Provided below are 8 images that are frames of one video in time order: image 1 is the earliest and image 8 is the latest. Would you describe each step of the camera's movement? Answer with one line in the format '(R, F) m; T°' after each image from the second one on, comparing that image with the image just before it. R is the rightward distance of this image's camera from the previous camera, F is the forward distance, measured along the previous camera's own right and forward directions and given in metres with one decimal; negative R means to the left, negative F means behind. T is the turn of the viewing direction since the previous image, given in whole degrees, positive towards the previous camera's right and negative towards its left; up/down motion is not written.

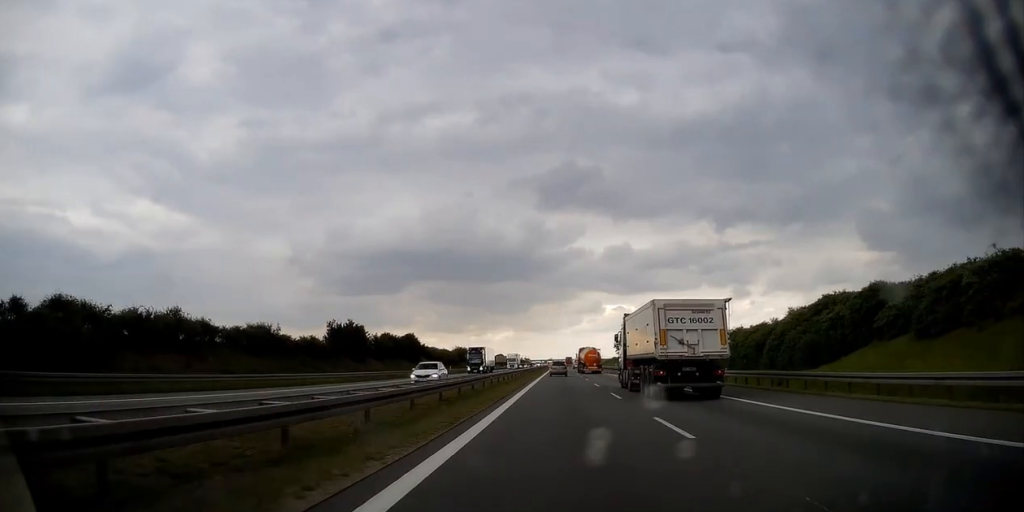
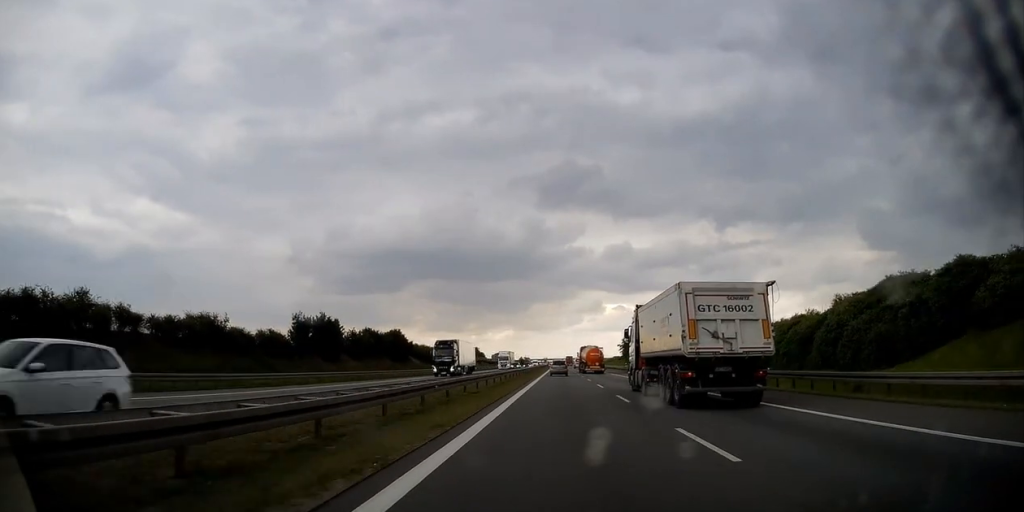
(0.0, +14.6) m; 0°
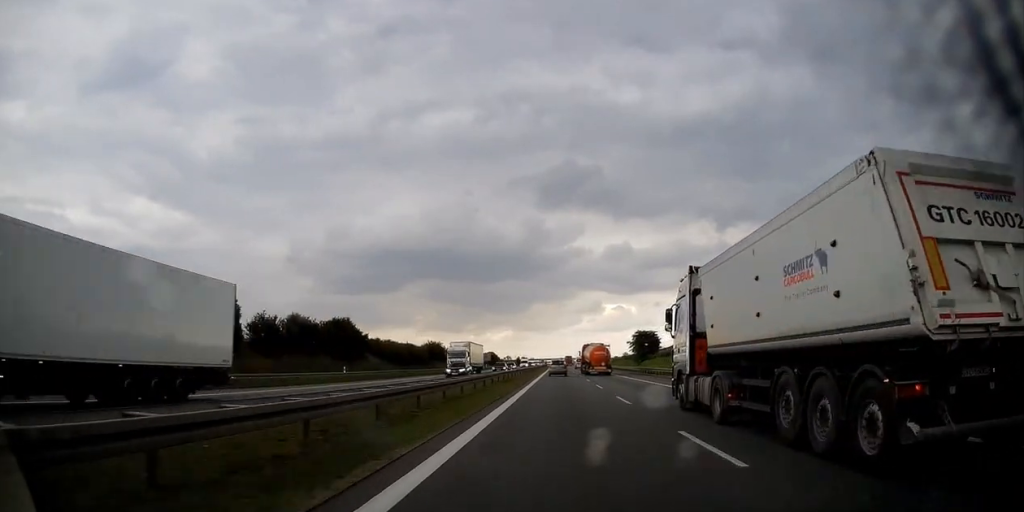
(-0.1, +36.2) m; 0°
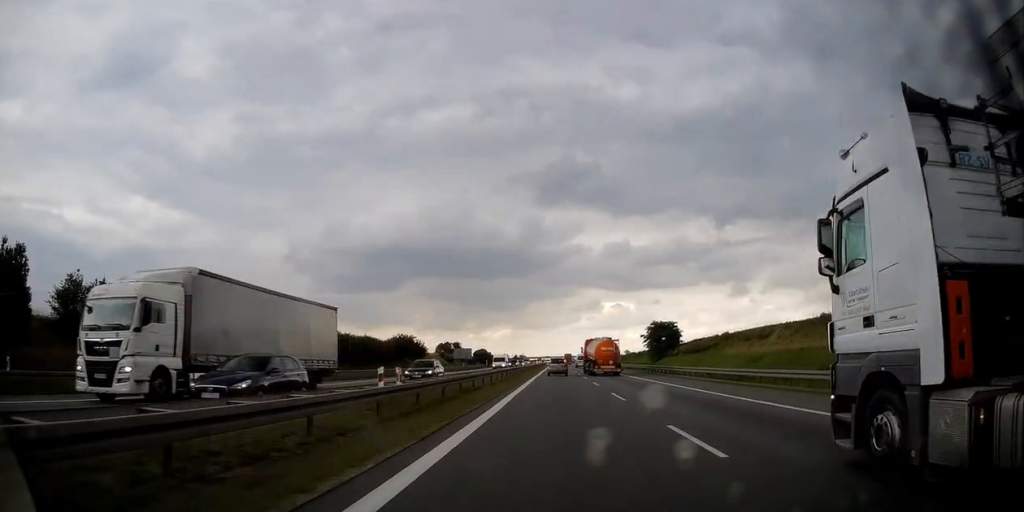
(0.0, +34.9) m; 0°
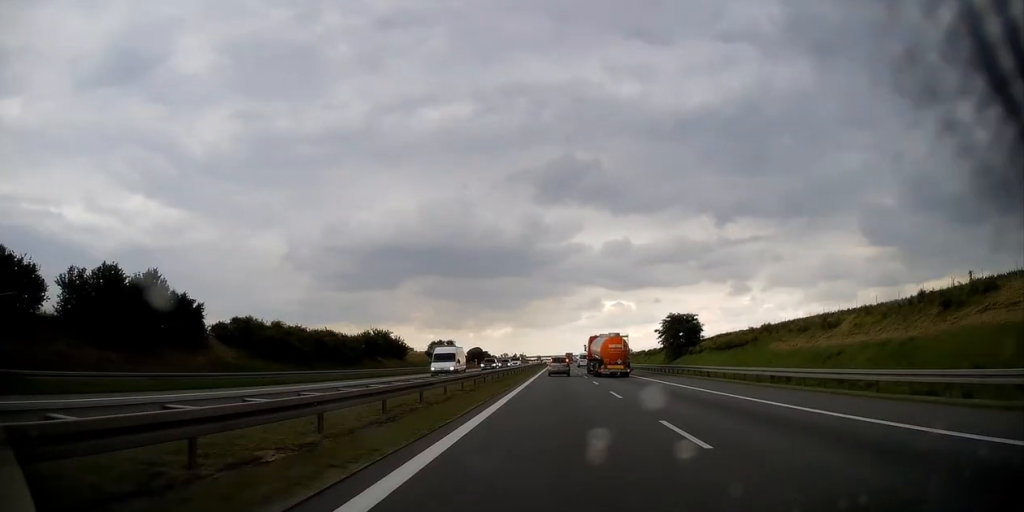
(0.0, +23.3) m; 0°
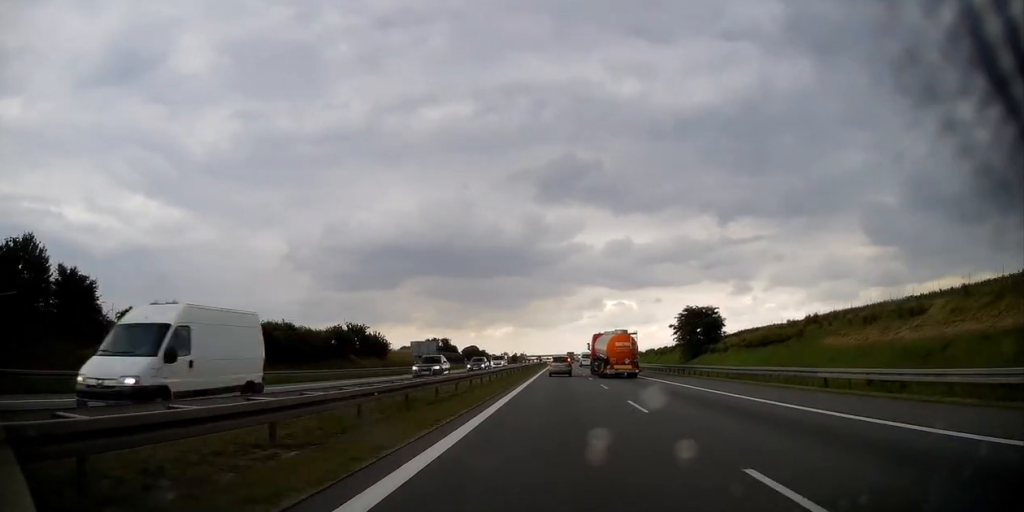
(+0.1, +18.4) m; 0°
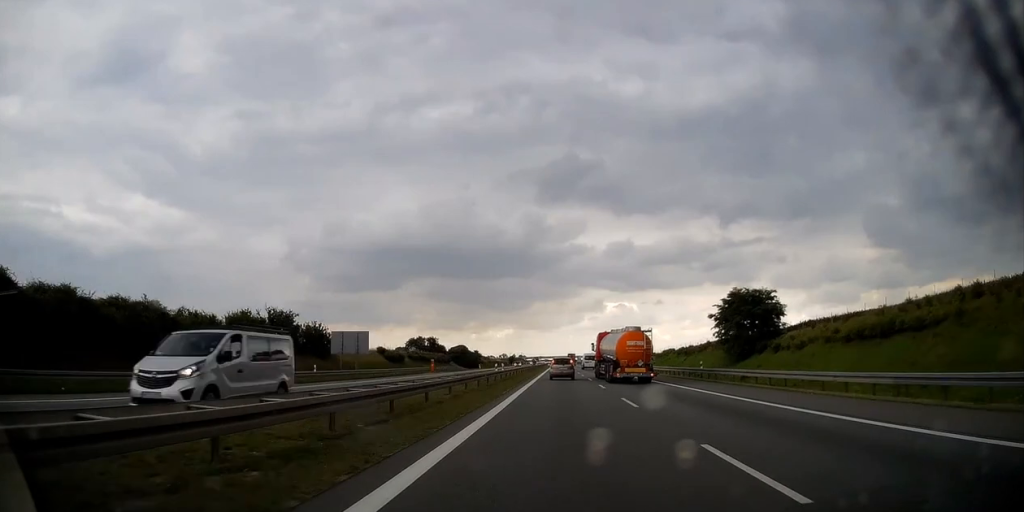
(+0.1, +35.5) m; 0°
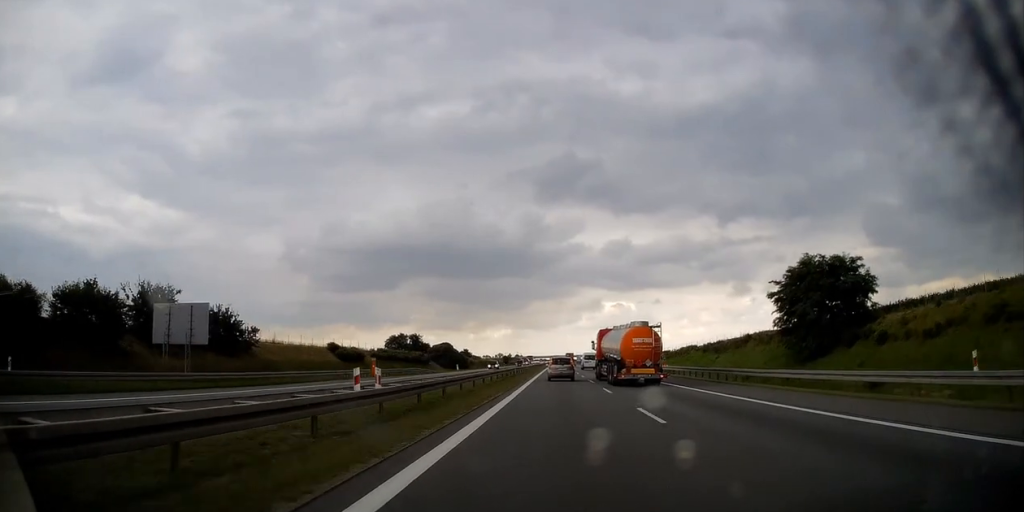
(-0.2, +29.6) m; 0°
